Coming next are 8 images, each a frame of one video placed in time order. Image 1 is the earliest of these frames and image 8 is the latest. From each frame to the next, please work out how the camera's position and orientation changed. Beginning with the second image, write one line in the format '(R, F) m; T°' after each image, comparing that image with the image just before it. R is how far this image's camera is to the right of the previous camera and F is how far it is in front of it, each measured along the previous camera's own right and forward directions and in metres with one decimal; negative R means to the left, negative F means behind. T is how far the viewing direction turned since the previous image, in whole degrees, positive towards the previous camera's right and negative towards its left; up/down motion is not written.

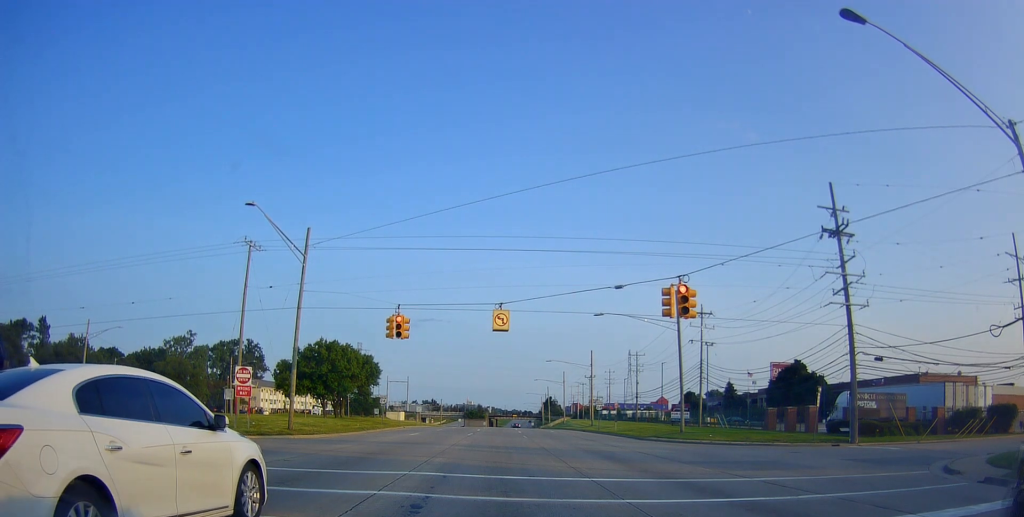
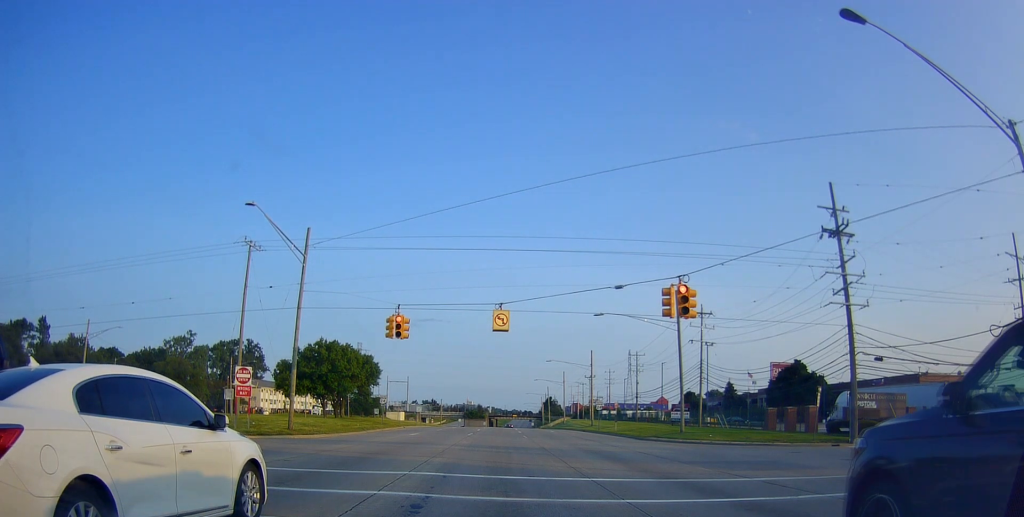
(0.0, 0.0) m; 0°
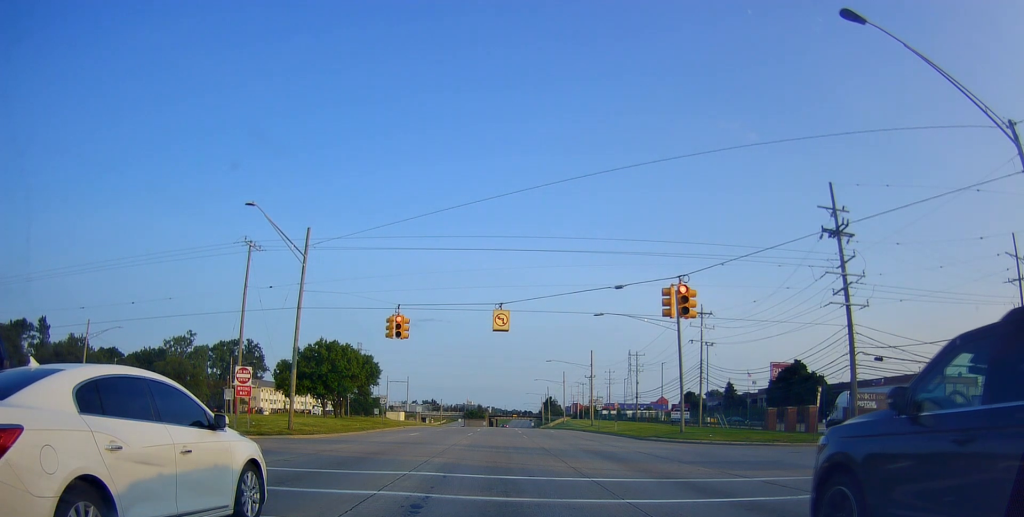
(0.0, 0.0) m; 0°
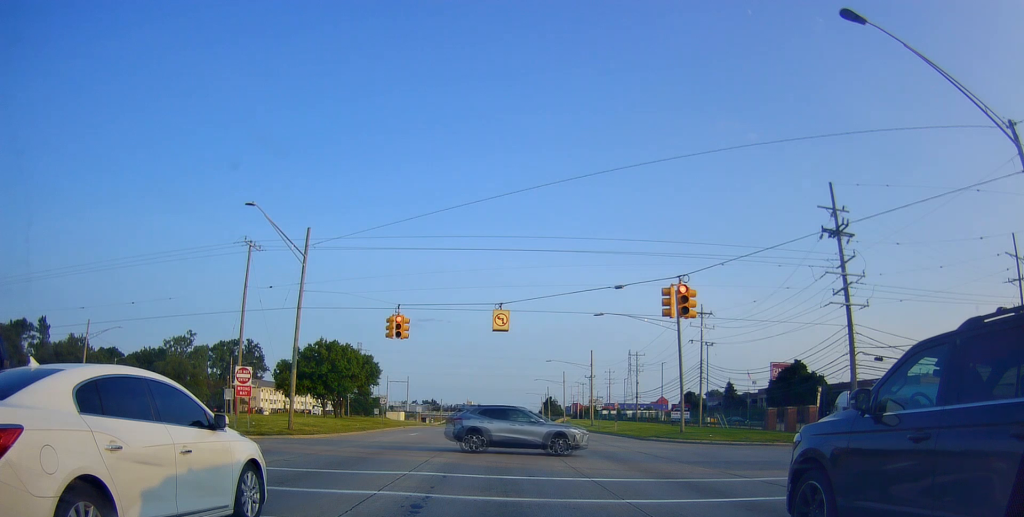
(0.0, 0.0) m; 0°
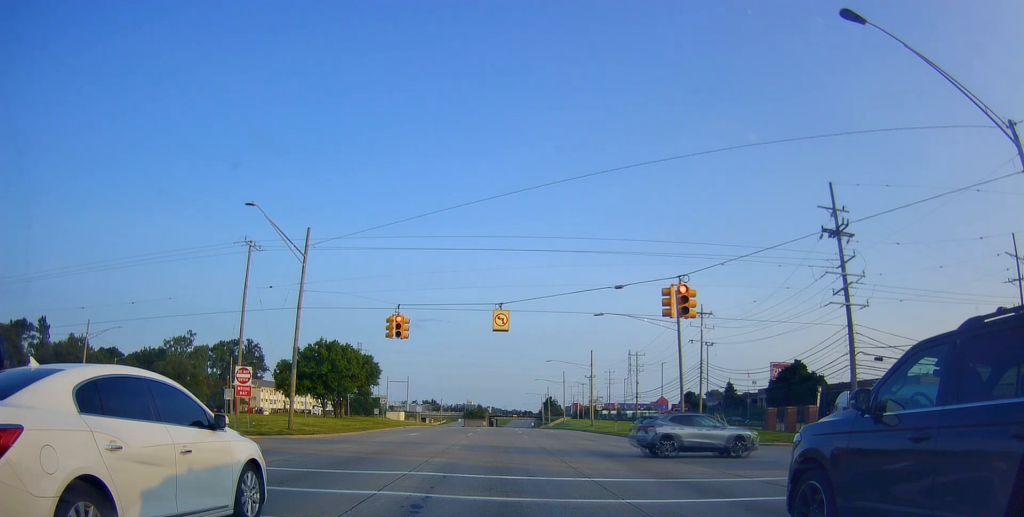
(0.0, 0.0) m; 0°
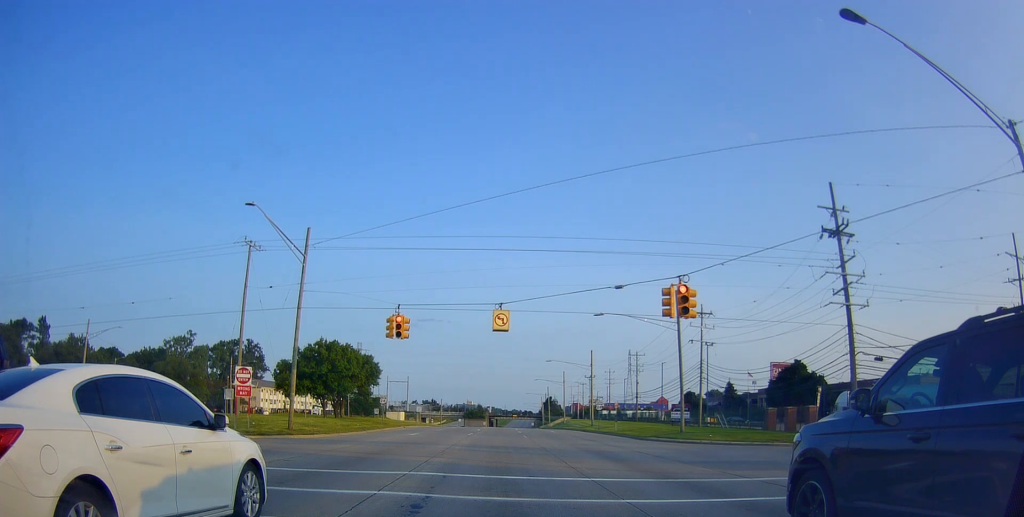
(0.0, 0.0) m; 0°
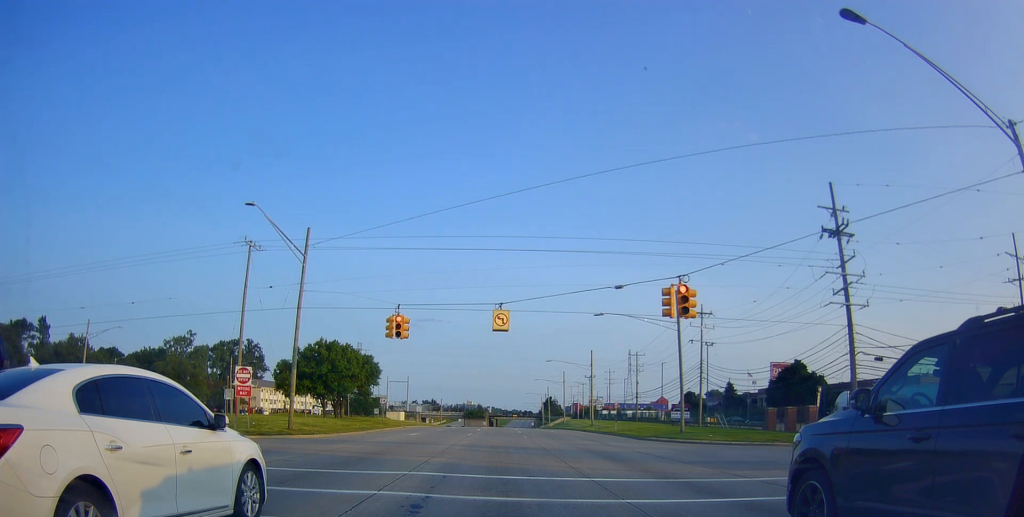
(0.0, 0.0) m; 0°
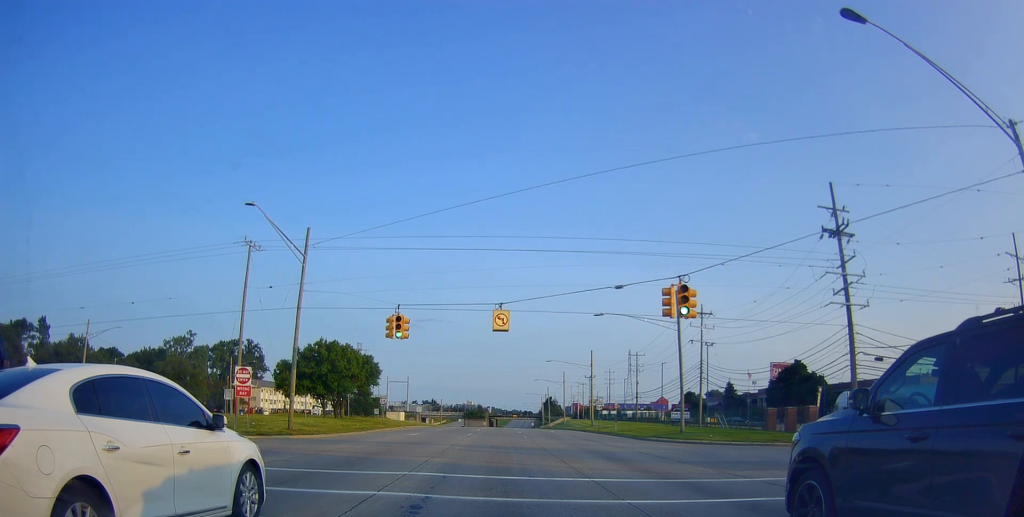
(0.0, 0.0) m; 0°
